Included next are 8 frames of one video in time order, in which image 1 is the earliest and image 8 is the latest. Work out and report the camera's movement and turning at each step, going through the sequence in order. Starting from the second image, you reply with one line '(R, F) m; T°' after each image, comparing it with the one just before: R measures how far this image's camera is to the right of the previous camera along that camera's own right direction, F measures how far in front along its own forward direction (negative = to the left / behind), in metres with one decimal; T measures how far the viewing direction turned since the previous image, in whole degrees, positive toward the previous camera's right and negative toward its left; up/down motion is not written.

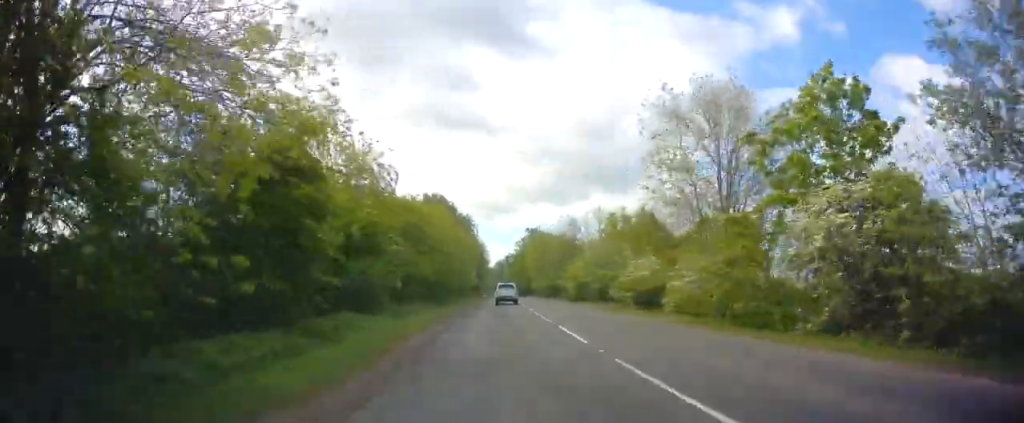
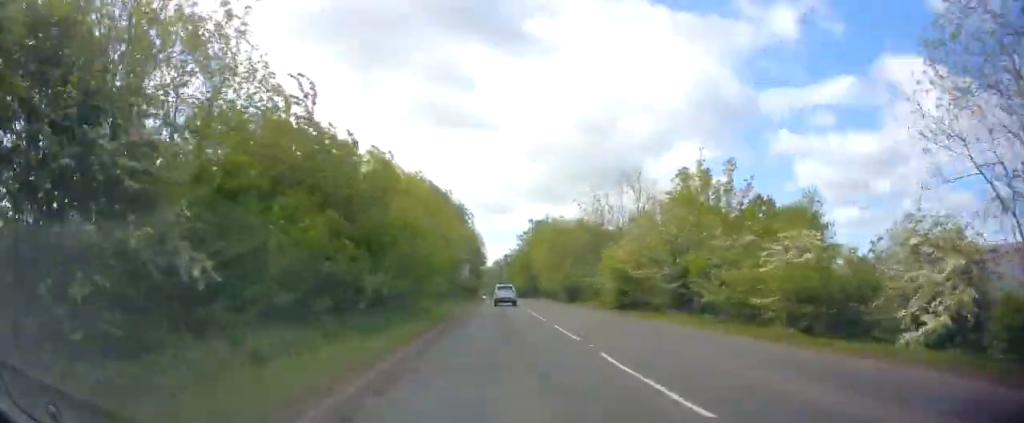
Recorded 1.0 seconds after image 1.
(-0.3, +16.6) m; 0°
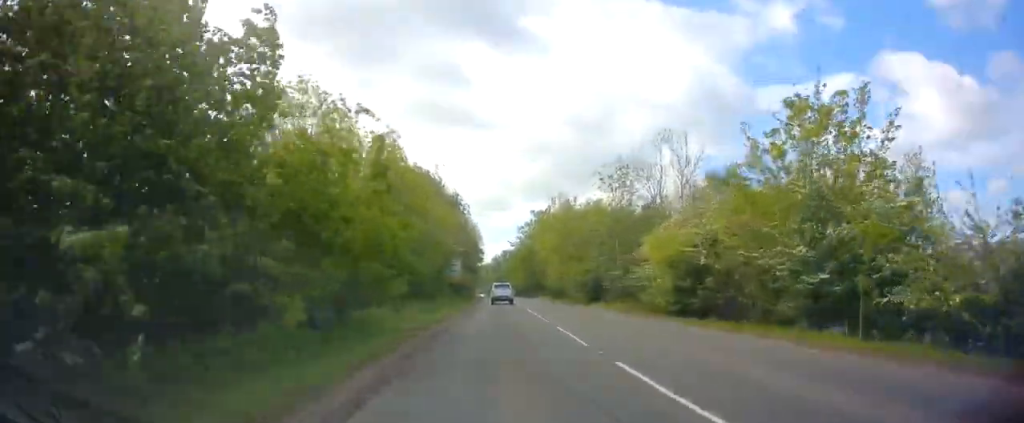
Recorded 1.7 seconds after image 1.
(+0.1, +10.7) m; +1°
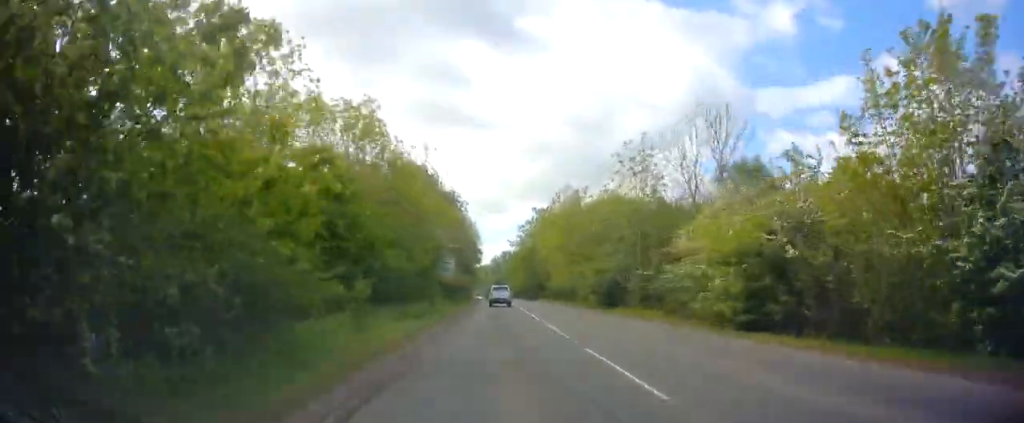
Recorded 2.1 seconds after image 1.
(0.0, +5.9) m; 0°
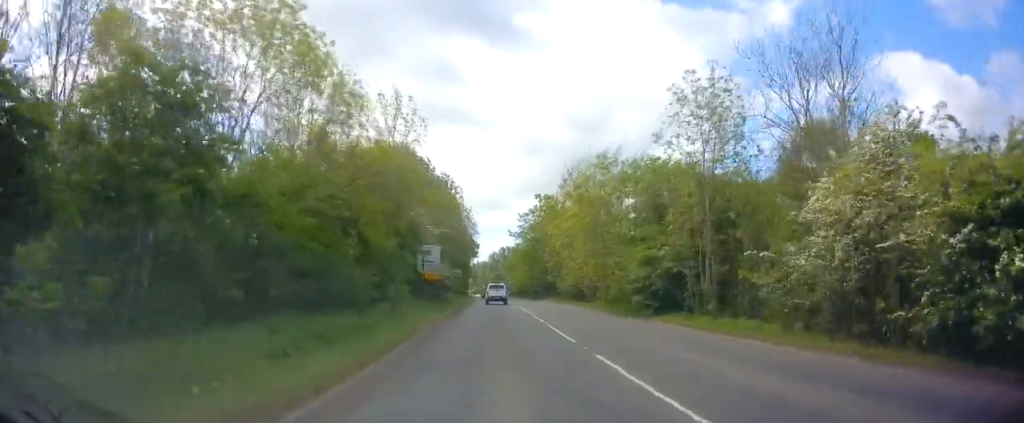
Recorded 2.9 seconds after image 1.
(0.0, +10.8) m; +1°
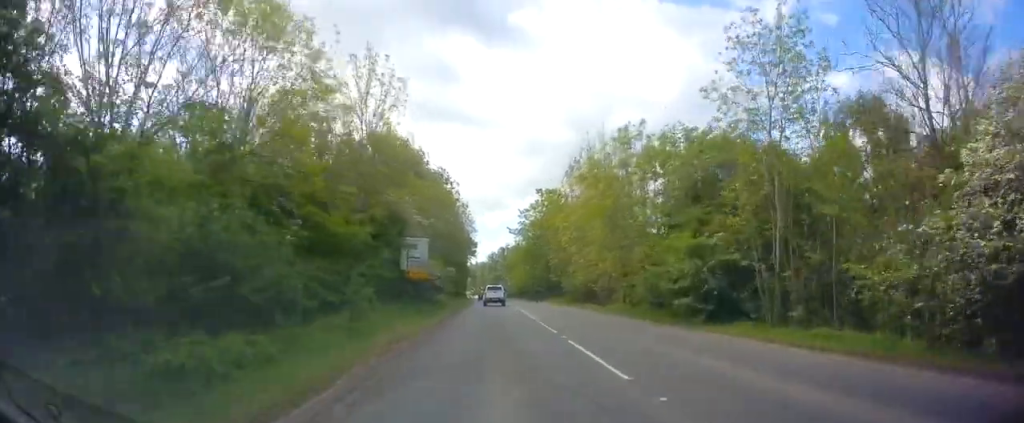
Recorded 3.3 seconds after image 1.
(+0.1, +5.6) m; 0°
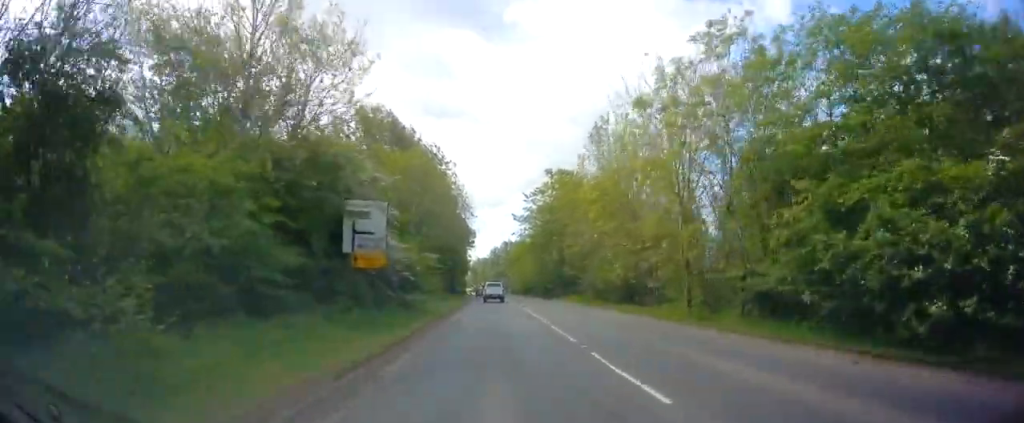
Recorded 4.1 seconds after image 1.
(+0.1, +11.1) m; 0°
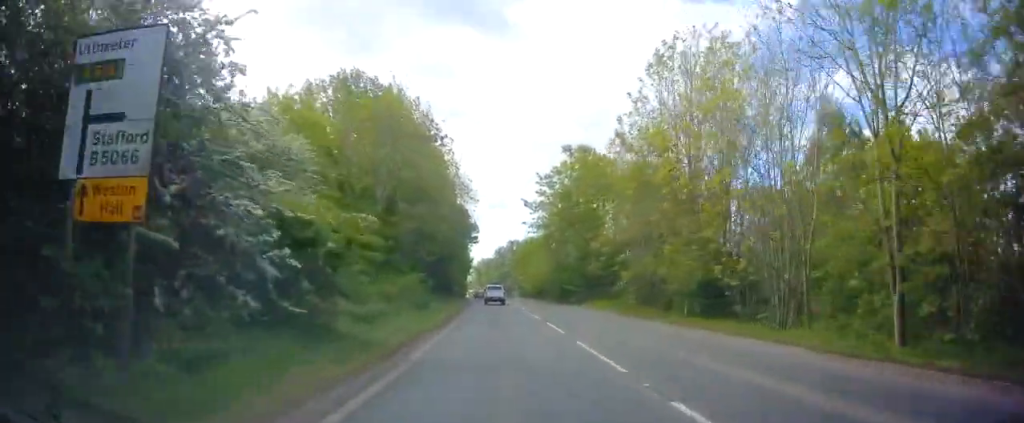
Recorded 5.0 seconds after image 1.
(-0.3, +12.2) m; -1°
